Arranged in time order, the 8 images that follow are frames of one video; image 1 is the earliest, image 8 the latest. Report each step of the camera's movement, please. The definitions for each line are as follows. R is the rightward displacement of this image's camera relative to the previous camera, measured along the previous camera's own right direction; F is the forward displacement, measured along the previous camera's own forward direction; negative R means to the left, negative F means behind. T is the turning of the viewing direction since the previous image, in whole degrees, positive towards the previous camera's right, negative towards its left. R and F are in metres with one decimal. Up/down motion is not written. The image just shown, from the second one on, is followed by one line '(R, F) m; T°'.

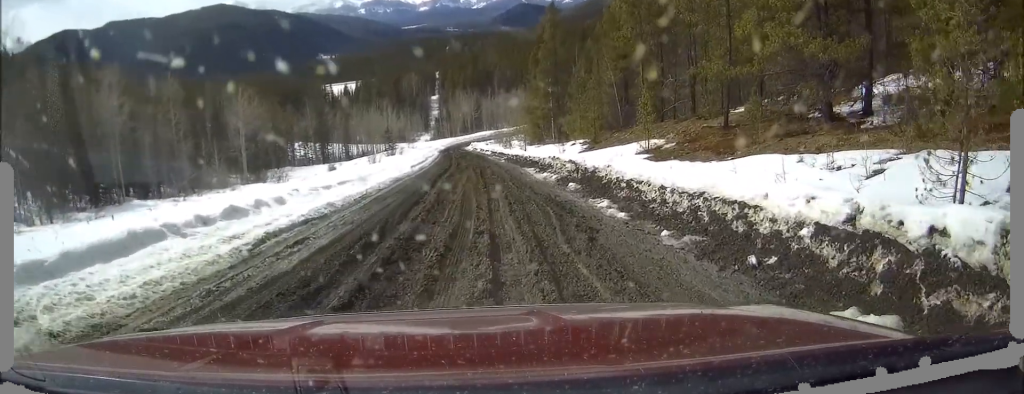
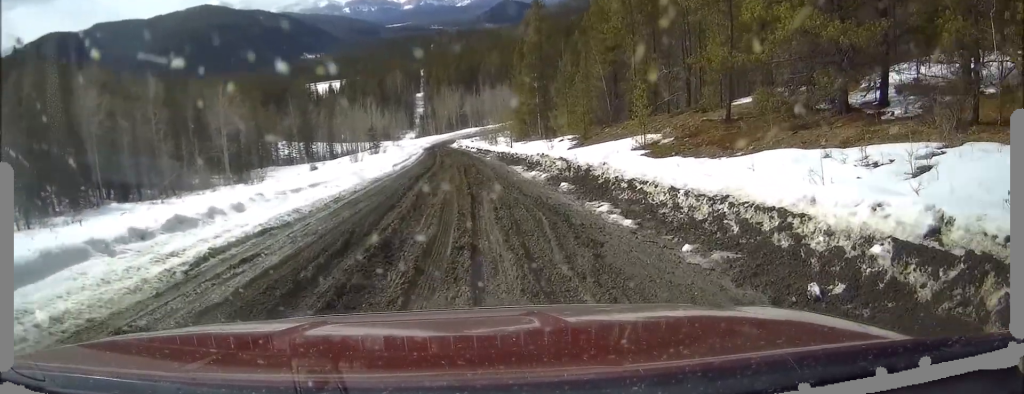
(0.0, +1.7) m; -1°
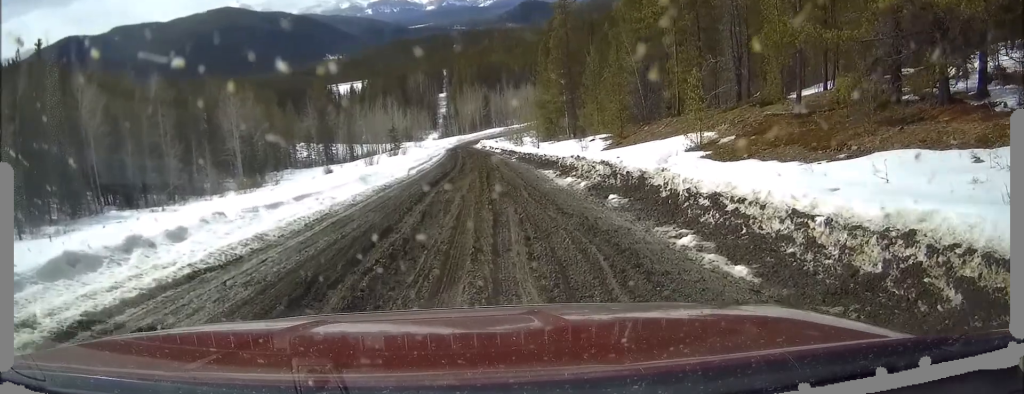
(-0.1, +3.9) m; -4°
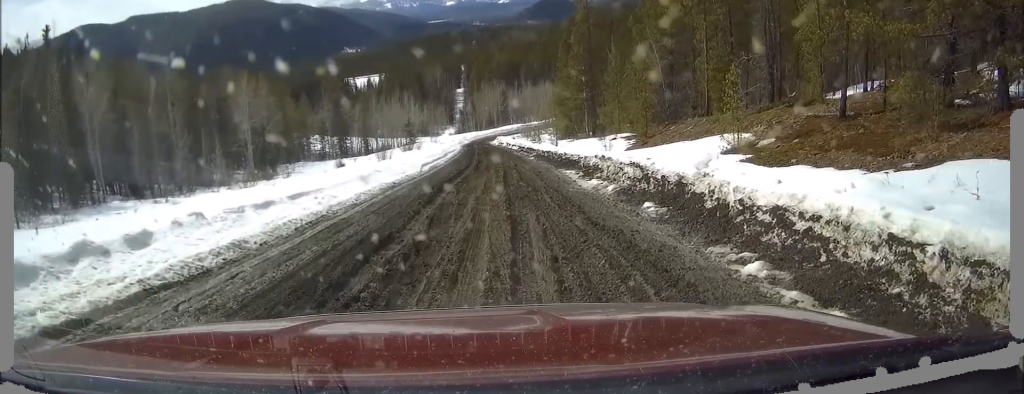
(-0.1, +1.6) m; -2°
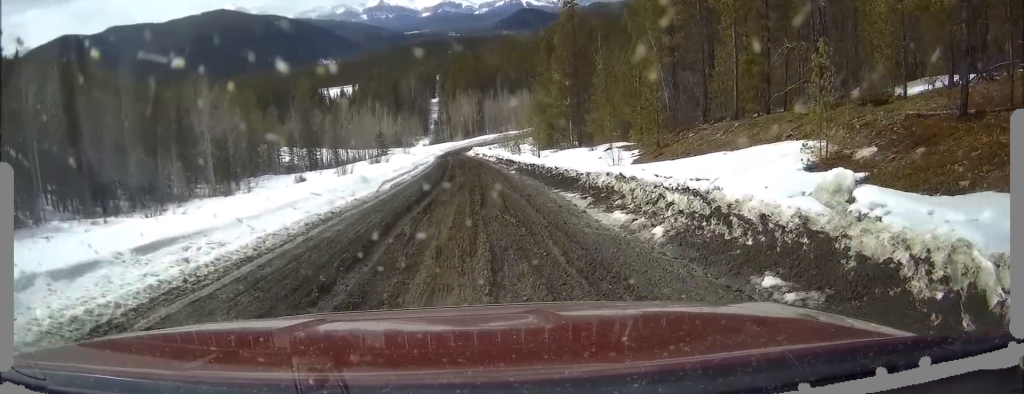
(0.0, +5.7) m; +1°
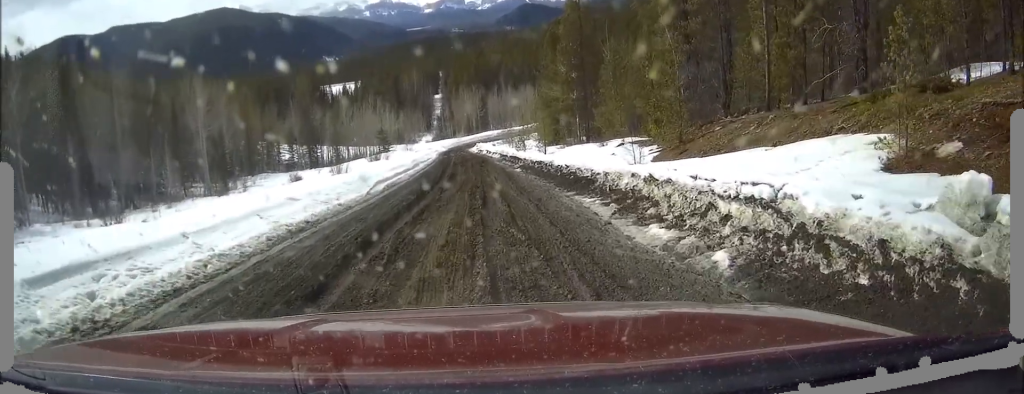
(0.0, +2.4) m; 0°
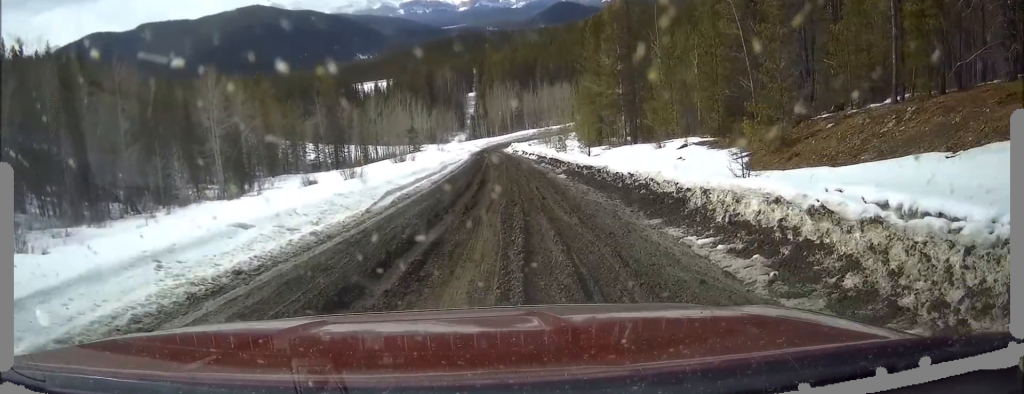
(+0.1, +5.1) m; +2°
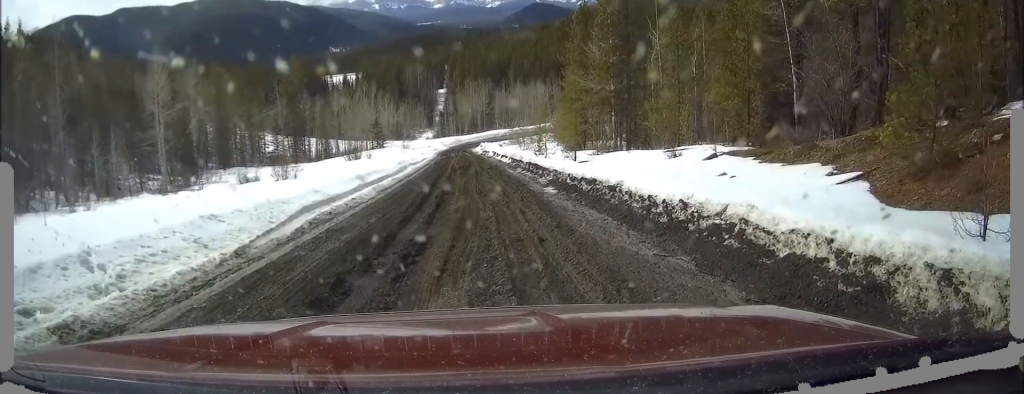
(0.0, +7.0) m; -1°
